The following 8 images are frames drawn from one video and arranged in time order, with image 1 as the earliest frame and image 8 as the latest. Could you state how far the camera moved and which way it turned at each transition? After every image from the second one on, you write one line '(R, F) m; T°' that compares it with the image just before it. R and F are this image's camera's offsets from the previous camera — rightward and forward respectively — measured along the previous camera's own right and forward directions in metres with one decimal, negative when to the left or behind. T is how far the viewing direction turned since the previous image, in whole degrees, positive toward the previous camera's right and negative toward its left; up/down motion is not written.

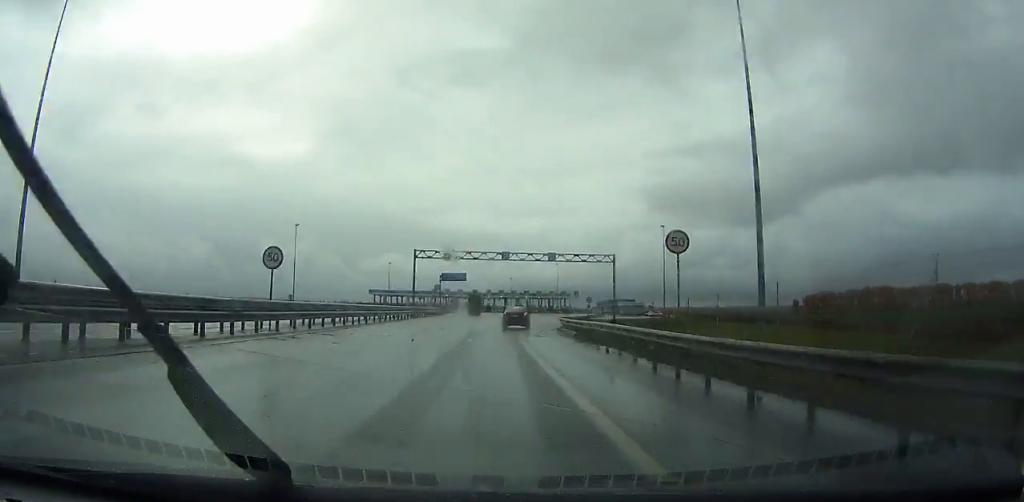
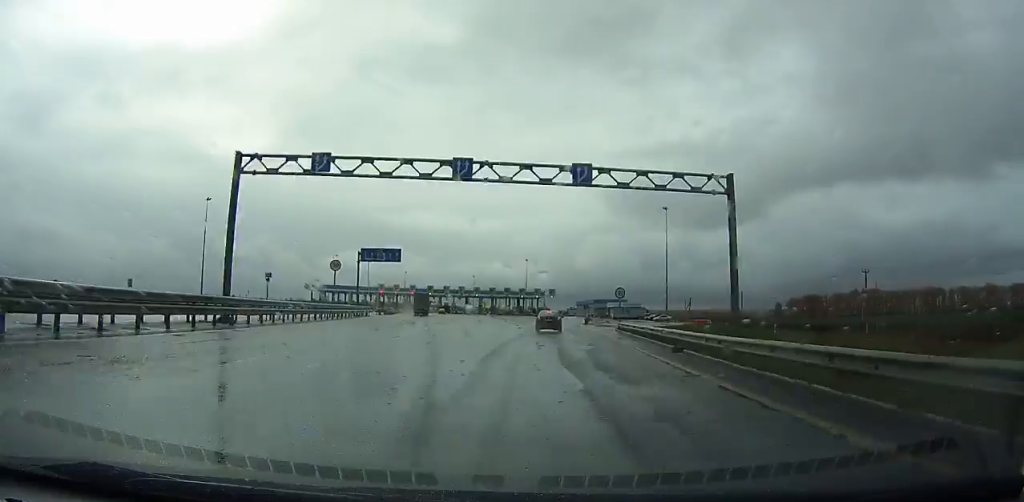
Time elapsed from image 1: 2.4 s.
(+0.9, +42.8) m; +3°
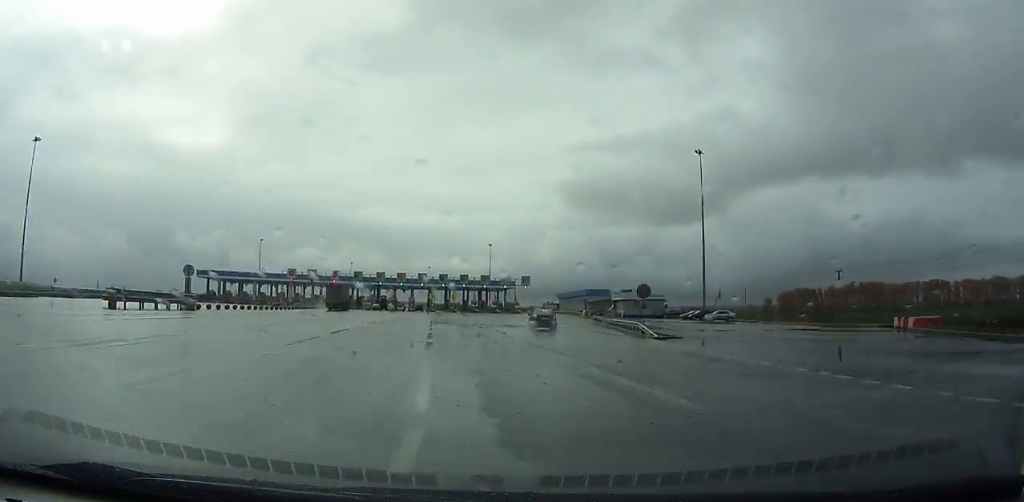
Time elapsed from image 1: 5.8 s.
(+2.2, +55.7) m; +3°
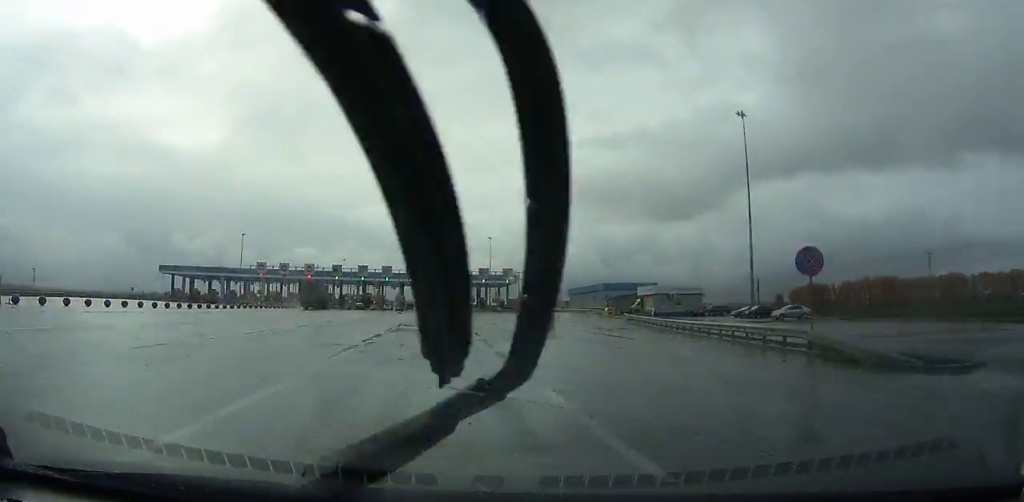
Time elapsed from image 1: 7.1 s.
(0.0, +19.0) m; -2°
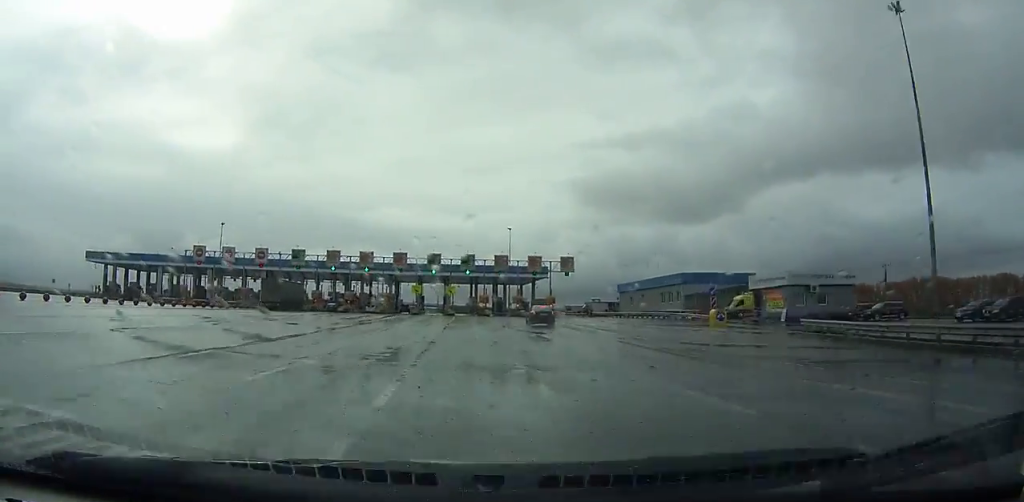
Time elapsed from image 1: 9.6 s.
(-0.3, +34.7) m; -4°
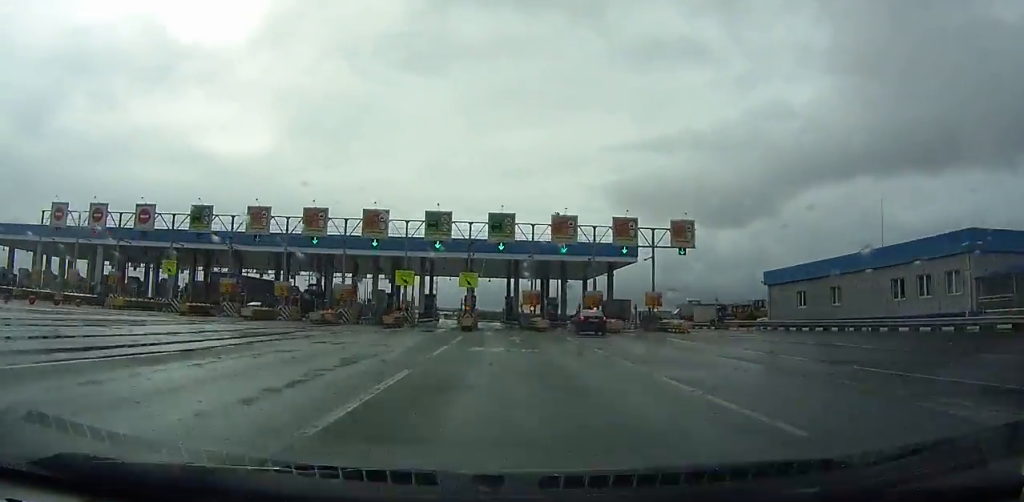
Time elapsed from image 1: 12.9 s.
(-2.5, +39.2) m; +1°
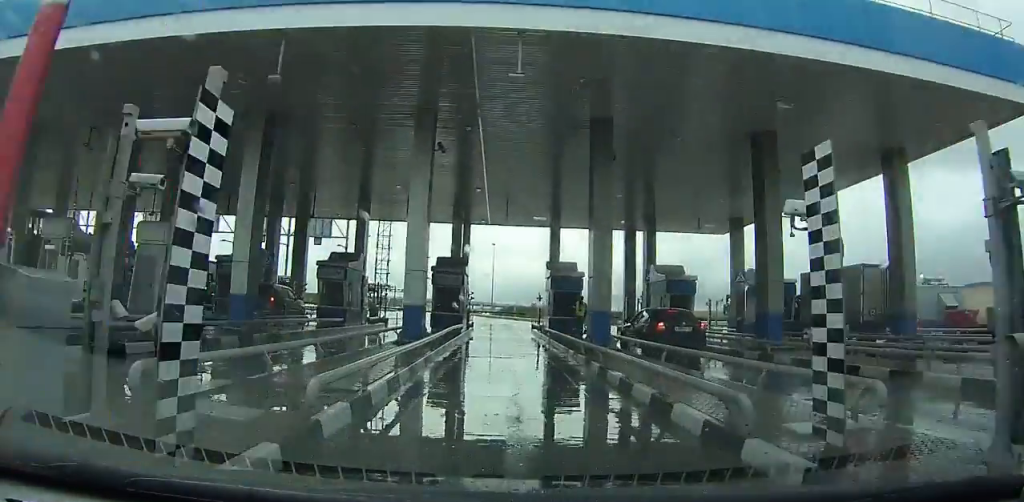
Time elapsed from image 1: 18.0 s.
(+3.9, +46.2) m; +2°
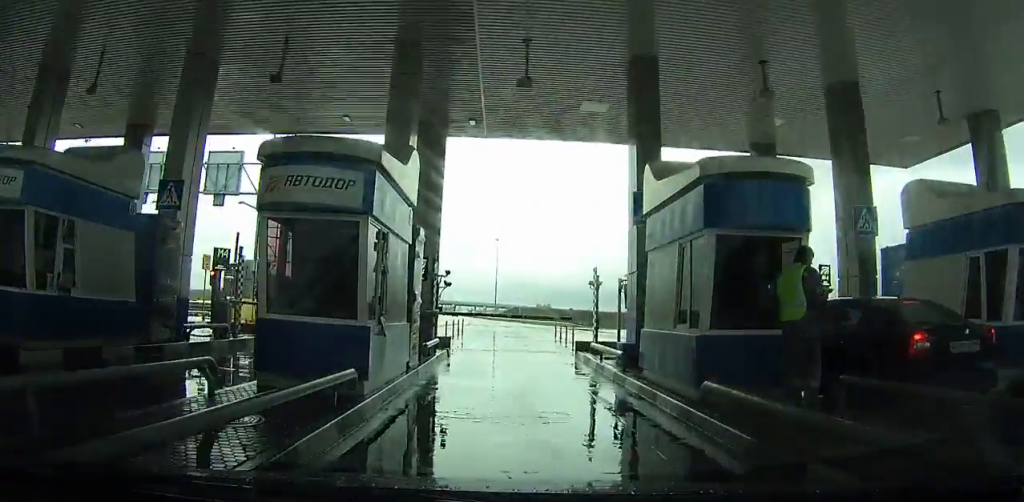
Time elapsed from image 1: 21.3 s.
(-1.4, +17.2) m; -4°
